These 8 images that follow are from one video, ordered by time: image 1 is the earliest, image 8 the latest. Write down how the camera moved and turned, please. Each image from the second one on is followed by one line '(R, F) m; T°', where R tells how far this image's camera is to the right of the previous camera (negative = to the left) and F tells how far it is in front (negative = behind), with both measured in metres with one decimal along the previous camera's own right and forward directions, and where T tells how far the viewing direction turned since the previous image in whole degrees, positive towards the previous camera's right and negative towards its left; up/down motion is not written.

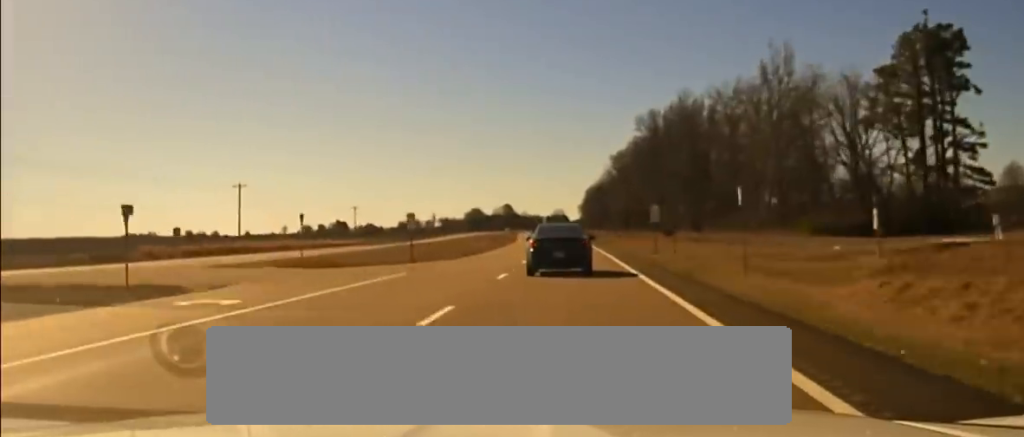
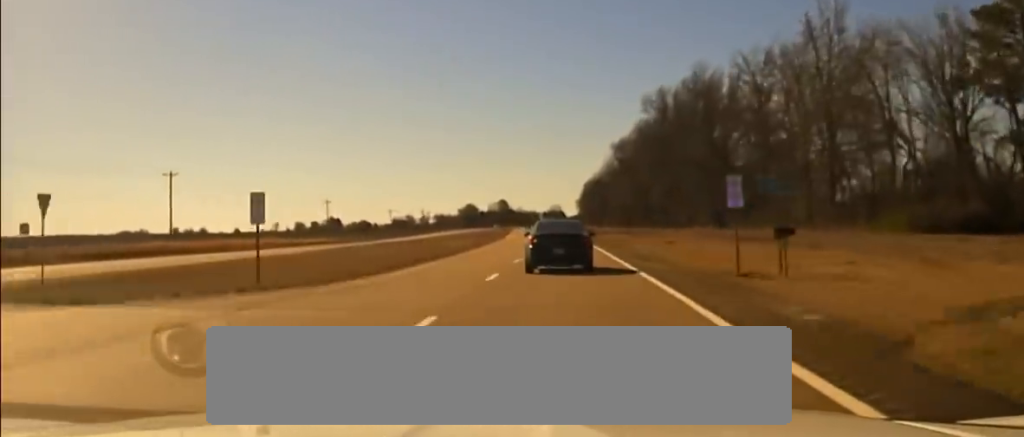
(+0.3, +25.4) m; +1°
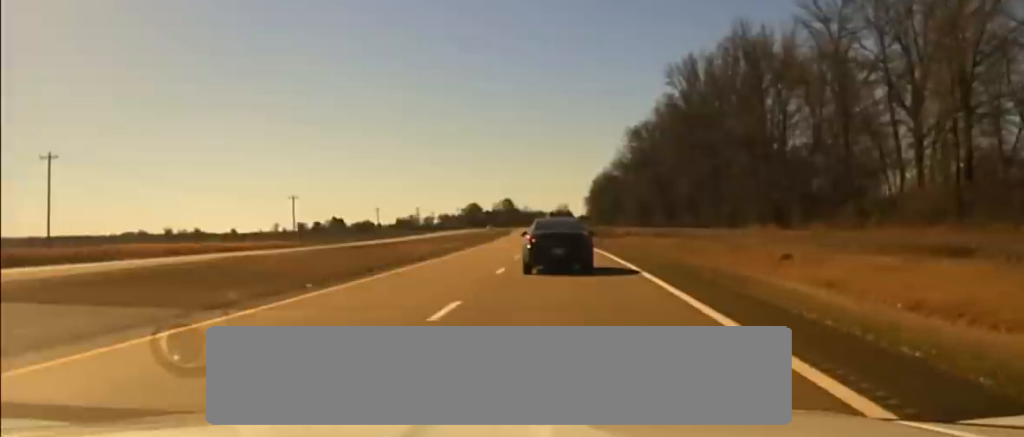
(+0.3, +34.5) m; 0°
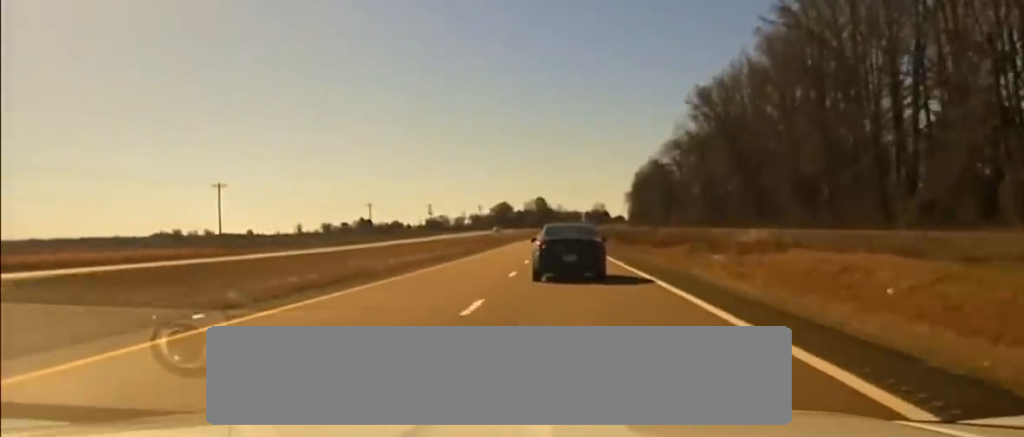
(-0.3, +60.3) m; -1°
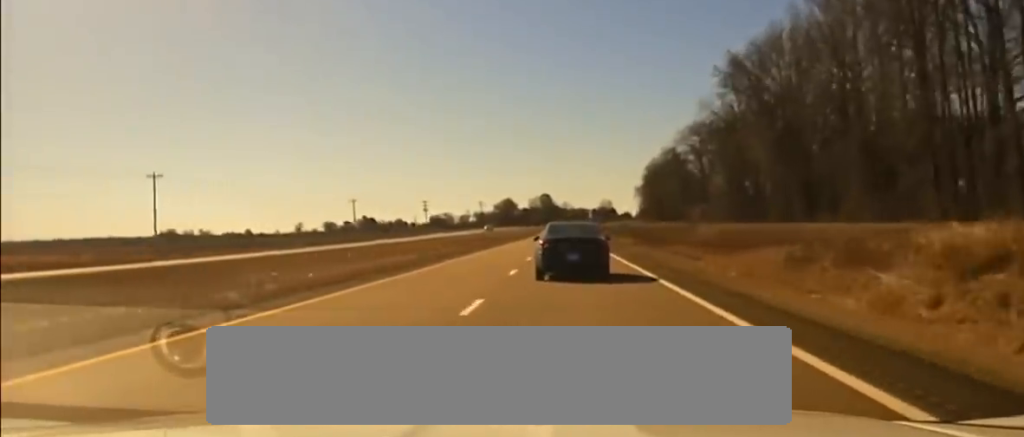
(-0.2, +24.7) m; -1°
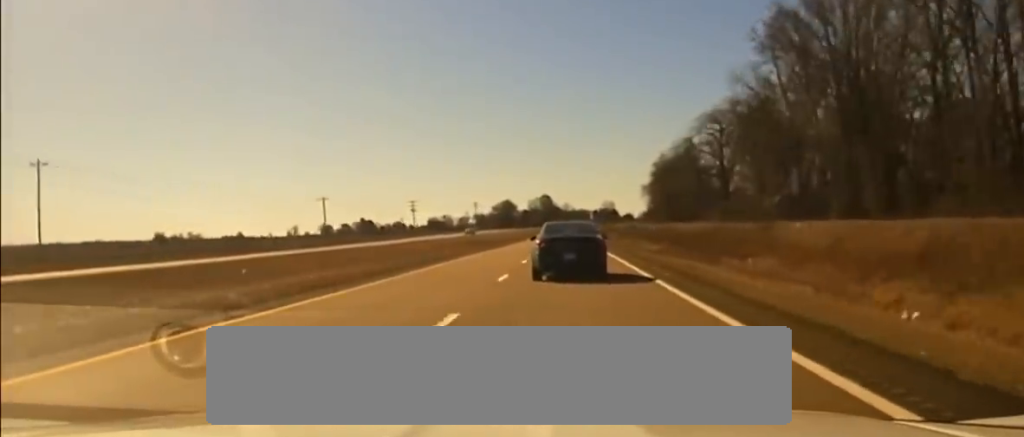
(-0.2, +27.2) m; -1°
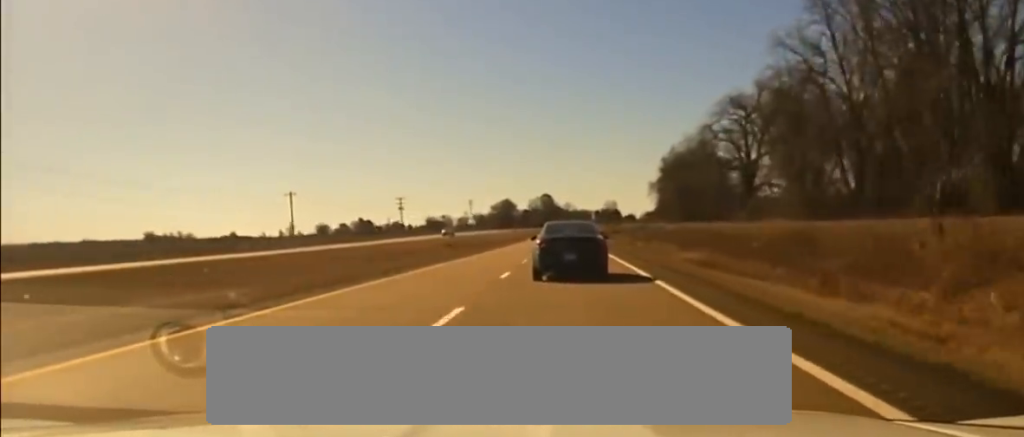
(-0.2, +23.2) m; 0°
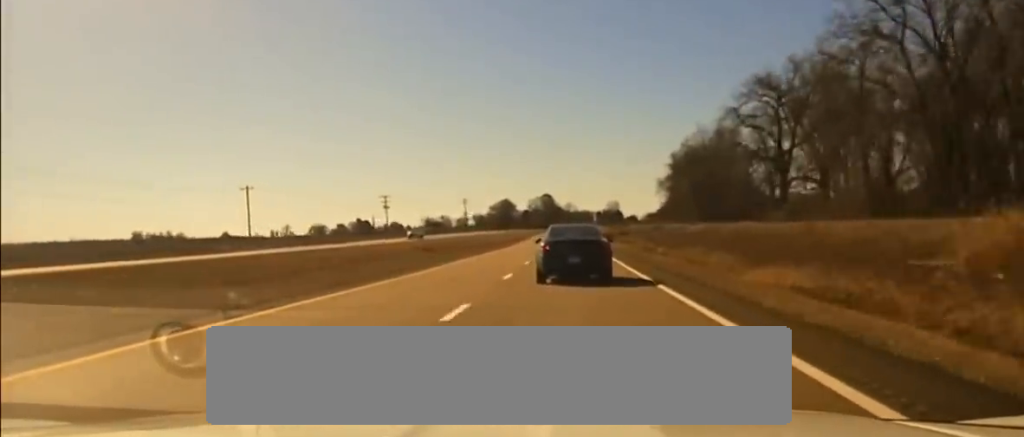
(-0.1, +23.2) m; 0°
